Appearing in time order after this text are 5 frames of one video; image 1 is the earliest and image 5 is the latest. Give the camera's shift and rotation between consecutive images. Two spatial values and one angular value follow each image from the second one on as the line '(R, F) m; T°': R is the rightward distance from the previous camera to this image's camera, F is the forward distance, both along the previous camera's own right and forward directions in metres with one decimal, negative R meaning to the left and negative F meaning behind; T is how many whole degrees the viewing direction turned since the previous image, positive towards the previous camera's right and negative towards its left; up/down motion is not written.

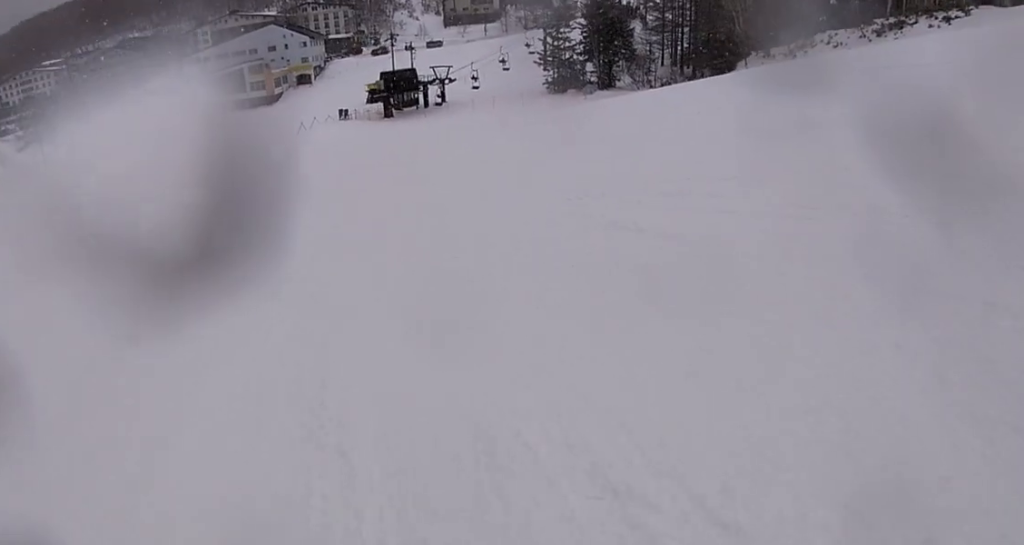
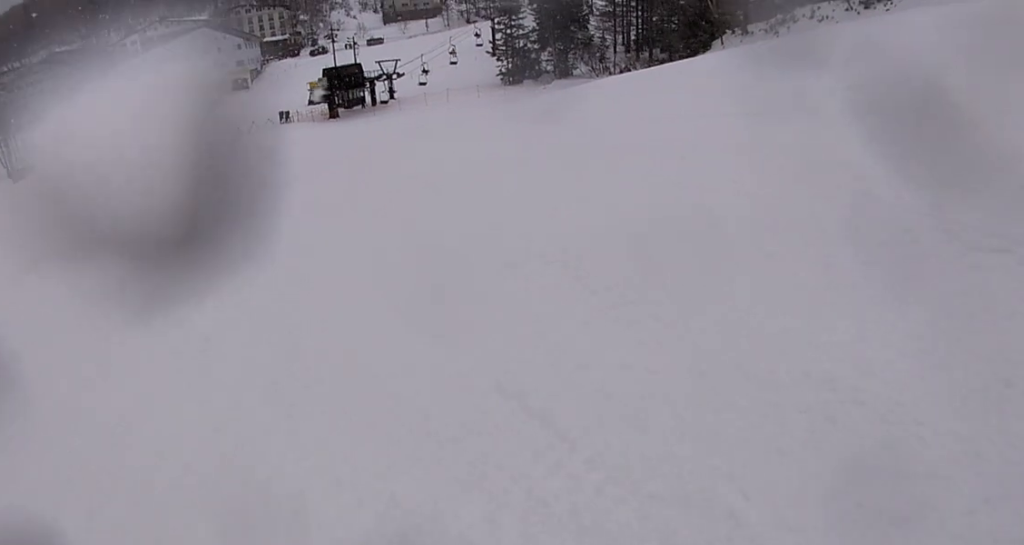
(+0.6, +6.2) m; +5°
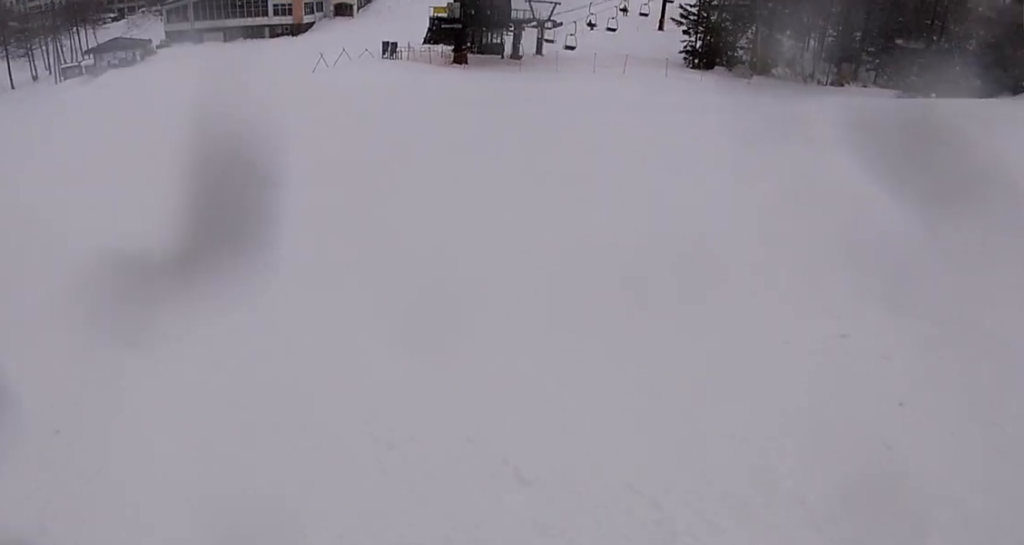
(-2.6, +22.2) m; -12°
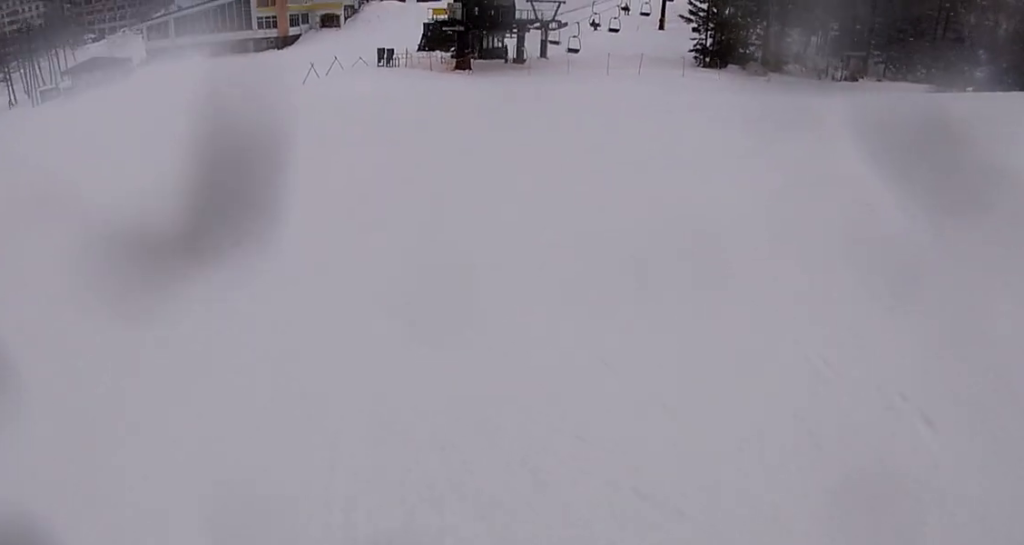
(-0.6, +4.3) m; 0°
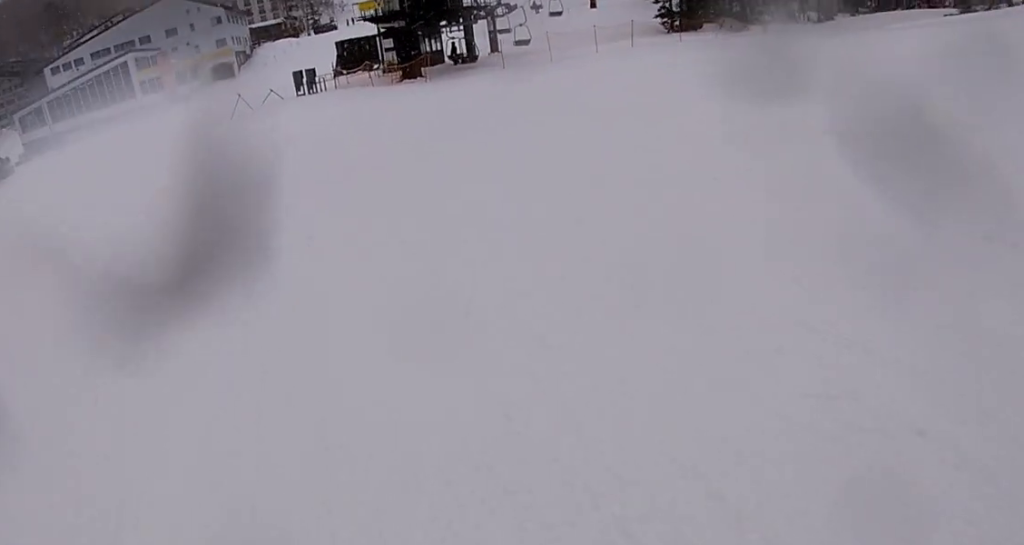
(+1.1, +11.7) m; +1°
